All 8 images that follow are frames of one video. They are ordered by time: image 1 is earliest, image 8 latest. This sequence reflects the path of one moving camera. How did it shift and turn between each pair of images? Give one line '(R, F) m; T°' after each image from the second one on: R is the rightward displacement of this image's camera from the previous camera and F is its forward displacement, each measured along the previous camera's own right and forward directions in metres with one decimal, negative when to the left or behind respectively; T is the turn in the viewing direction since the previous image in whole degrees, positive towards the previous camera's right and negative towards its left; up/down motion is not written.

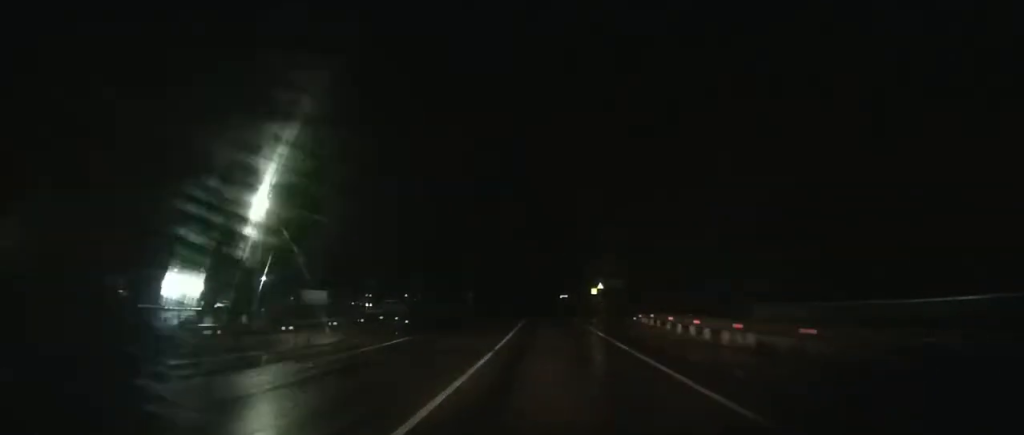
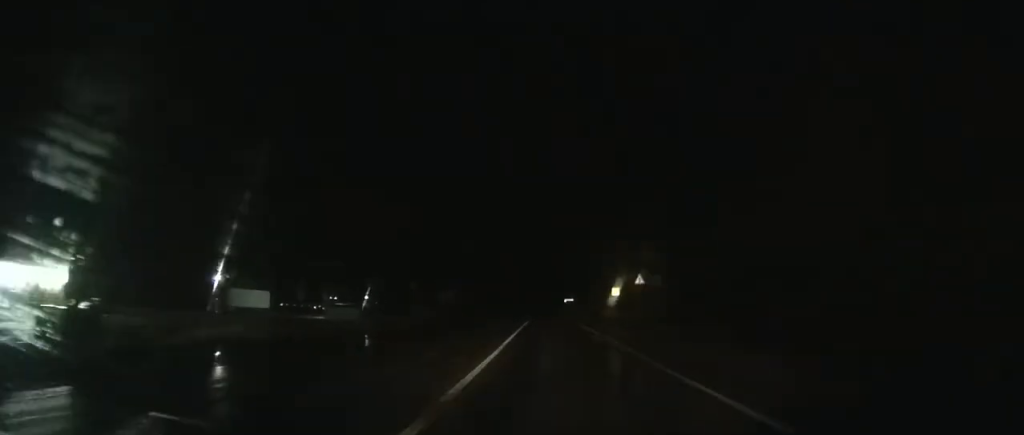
(-0.1, +31.0) m; 0°
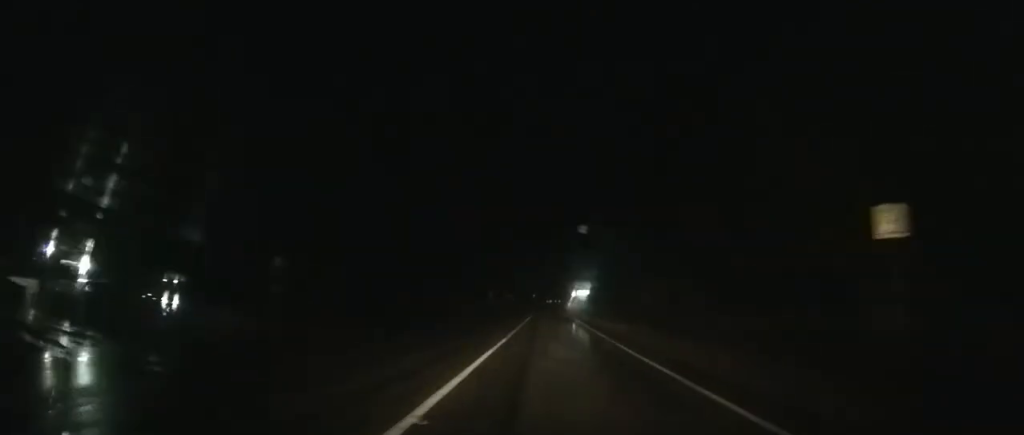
(-0.2, +63.4) m; 0°
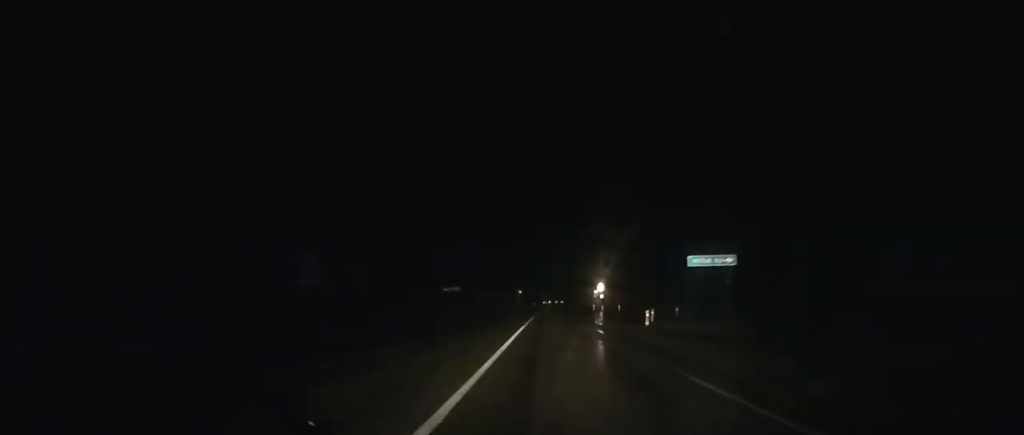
(+0.2, +106.3) m; +1°
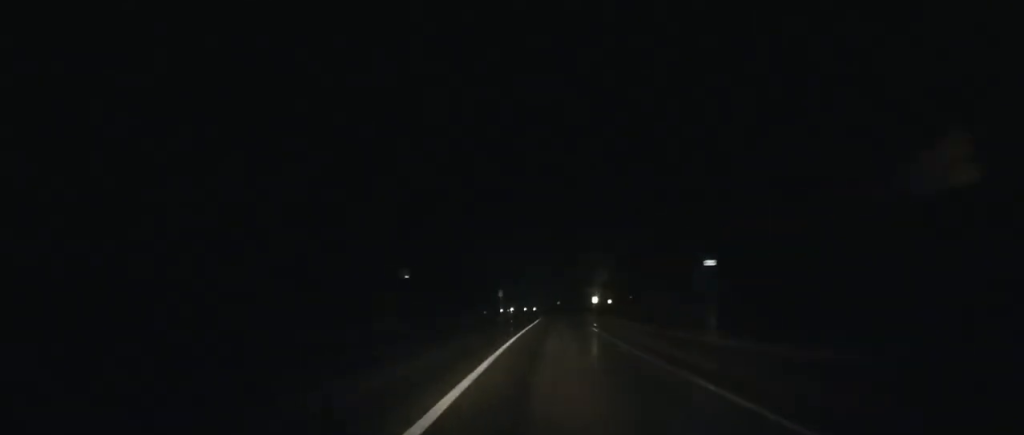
(+1.1, +92.7) m; +2°
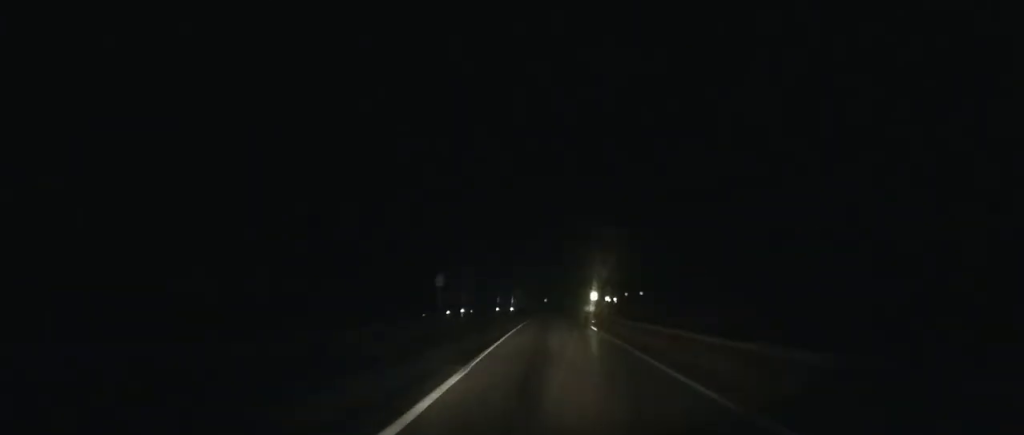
(+0.9, +42.6) m; +2°
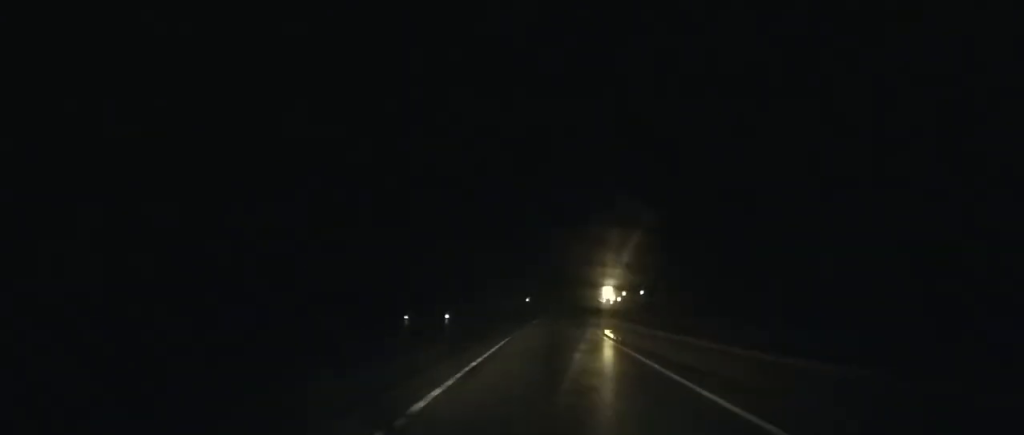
(+0.9, +51.4) m; +2°
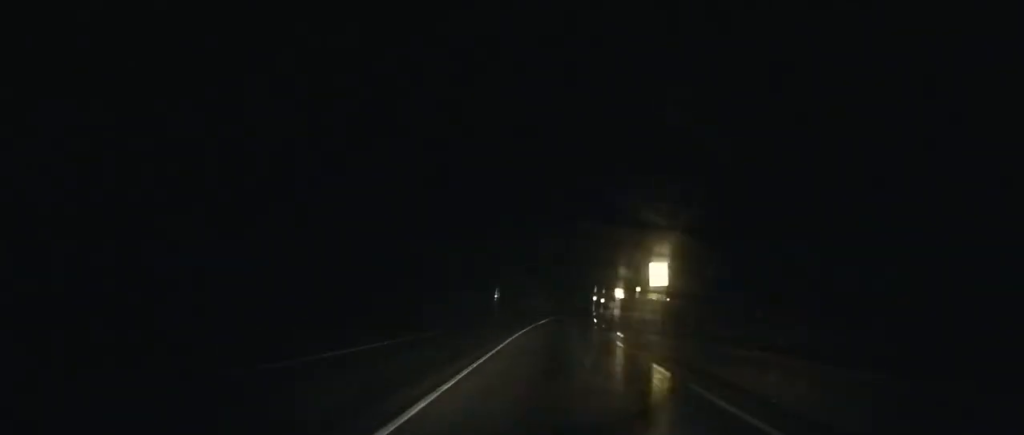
(+0.1, +41.6) m; +2°
